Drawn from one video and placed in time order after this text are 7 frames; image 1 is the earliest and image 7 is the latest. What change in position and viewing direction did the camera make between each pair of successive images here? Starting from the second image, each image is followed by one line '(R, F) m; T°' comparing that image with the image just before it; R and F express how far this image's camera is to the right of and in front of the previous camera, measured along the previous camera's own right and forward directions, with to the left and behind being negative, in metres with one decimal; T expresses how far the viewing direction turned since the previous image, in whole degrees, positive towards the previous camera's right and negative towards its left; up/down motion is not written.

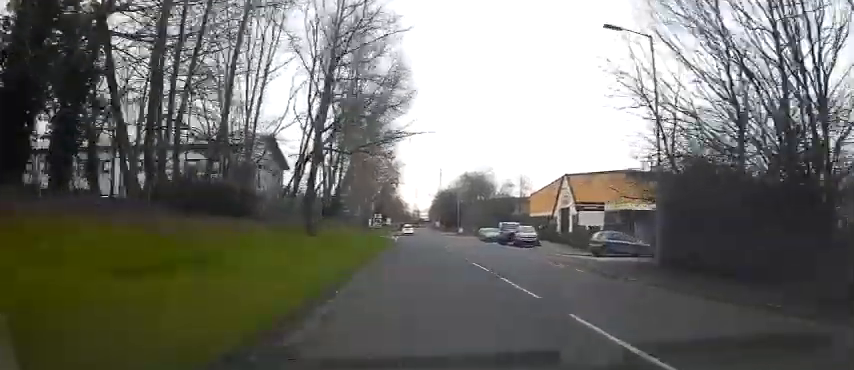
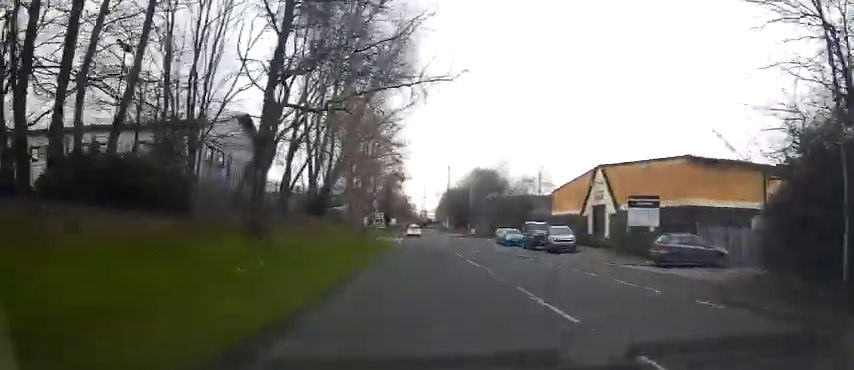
(-0.7, +9.7) m; -5°
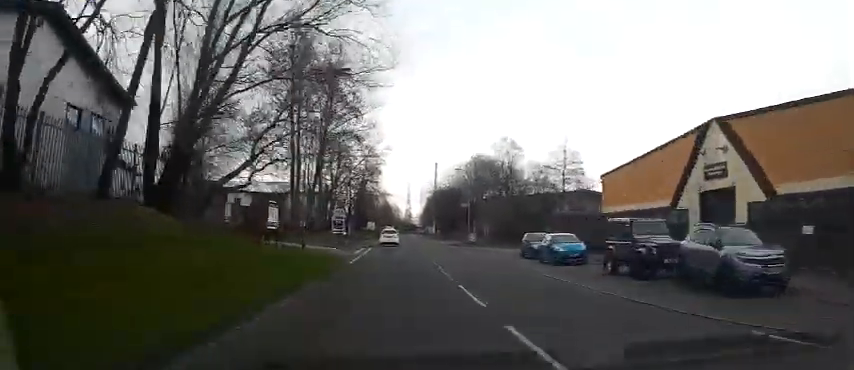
(-0.2, +23.0) m; +1°
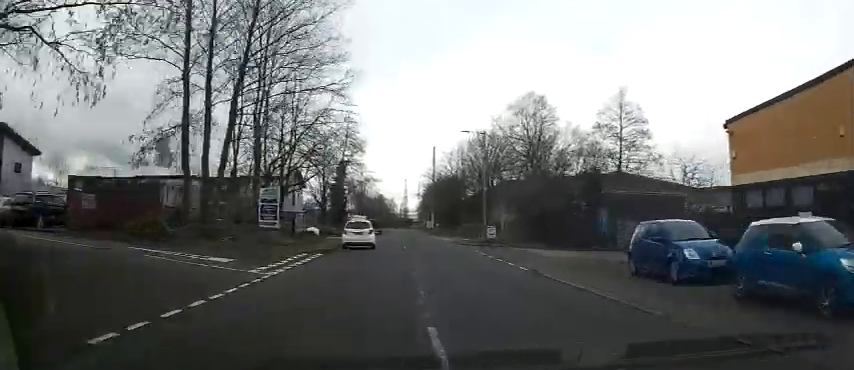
(0.0, +19.6) m; -1°
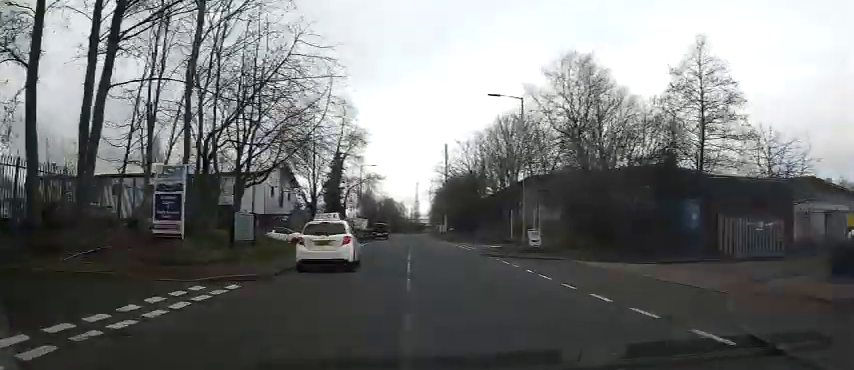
(0.0, +11.9) m; -2°
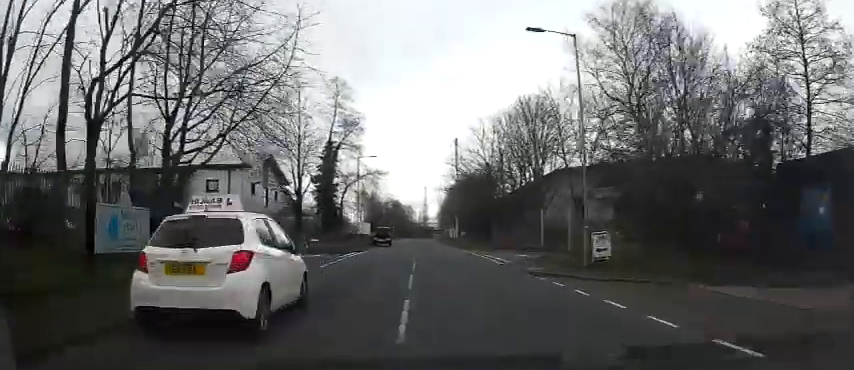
(-0.2, +9.5) m; -1°
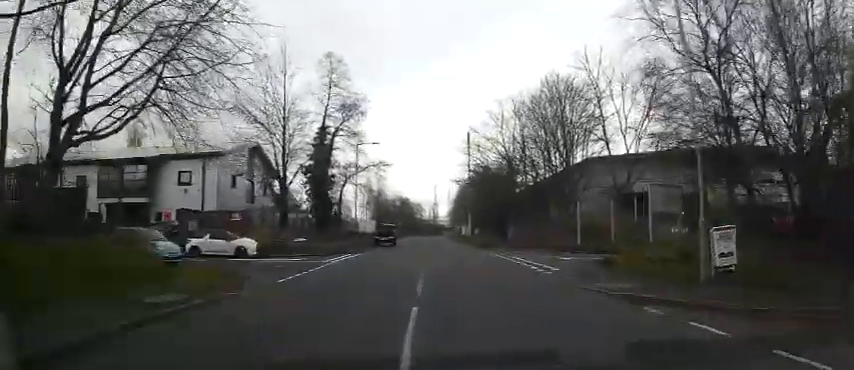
(-0.1, +7.7) m; 0°
